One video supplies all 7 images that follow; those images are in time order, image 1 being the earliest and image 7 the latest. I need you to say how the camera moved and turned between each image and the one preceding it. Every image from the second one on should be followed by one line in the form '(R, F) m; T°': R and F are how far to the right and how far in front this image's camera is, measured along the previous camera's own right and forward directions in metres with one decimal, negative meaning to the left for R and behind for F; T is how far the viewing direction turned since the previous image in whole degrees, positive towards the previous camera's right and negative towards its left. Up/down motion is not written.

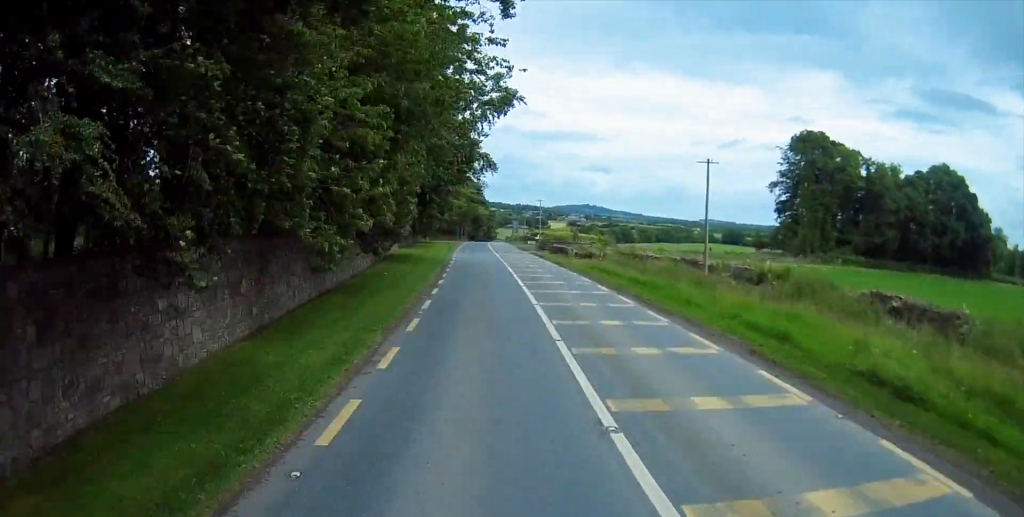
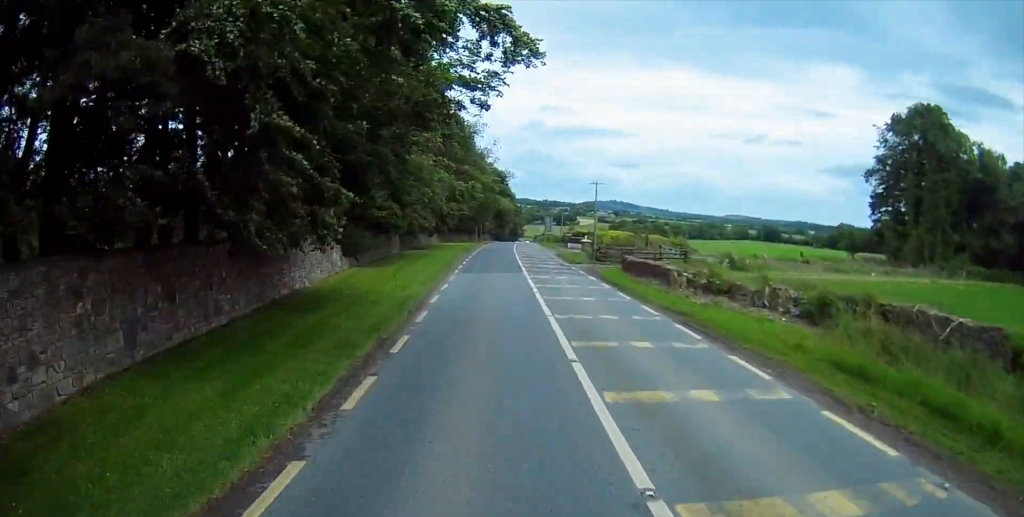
(+1.4, +27.4) m; +4°
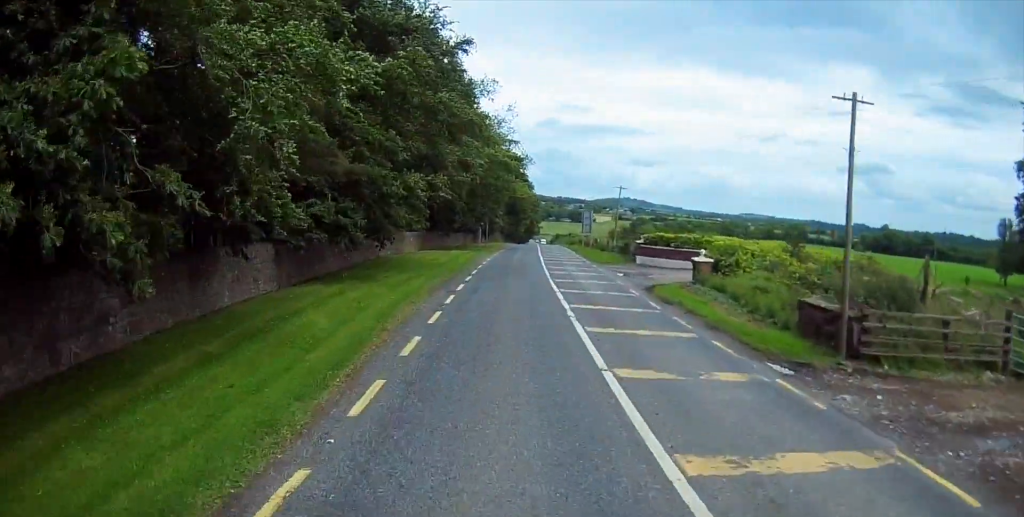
(+0.1, +33.5) m; -1°
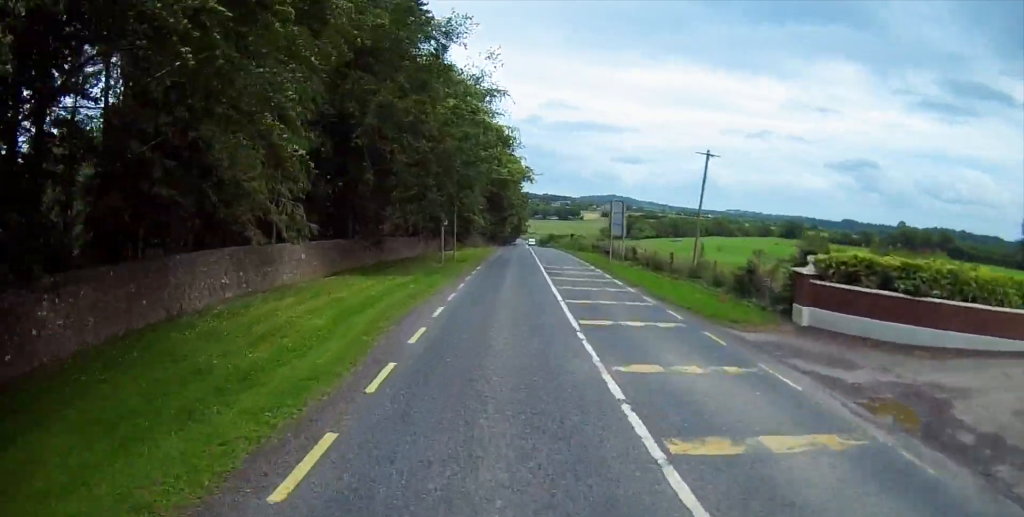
(-0.4, +26.2) m; 0°
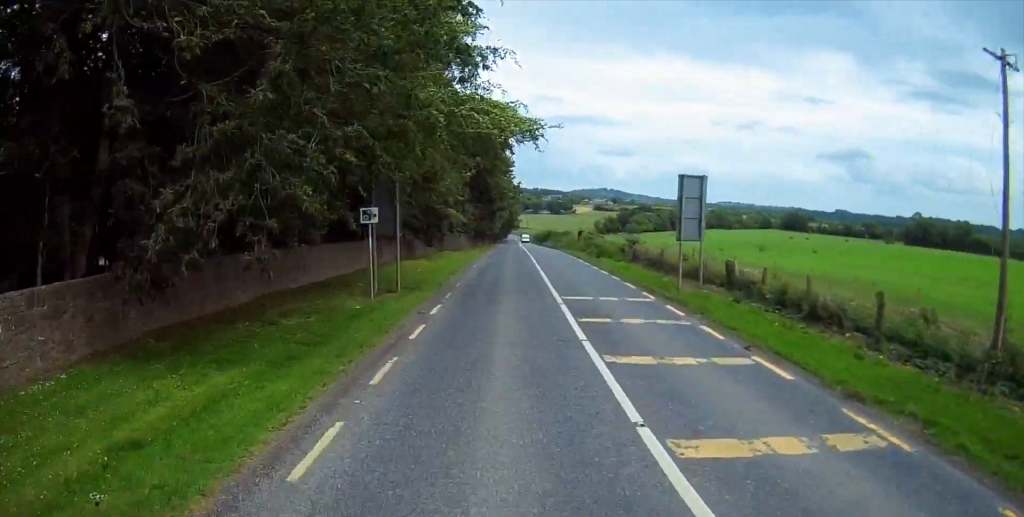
(+0.4, +19.0) m; +2°
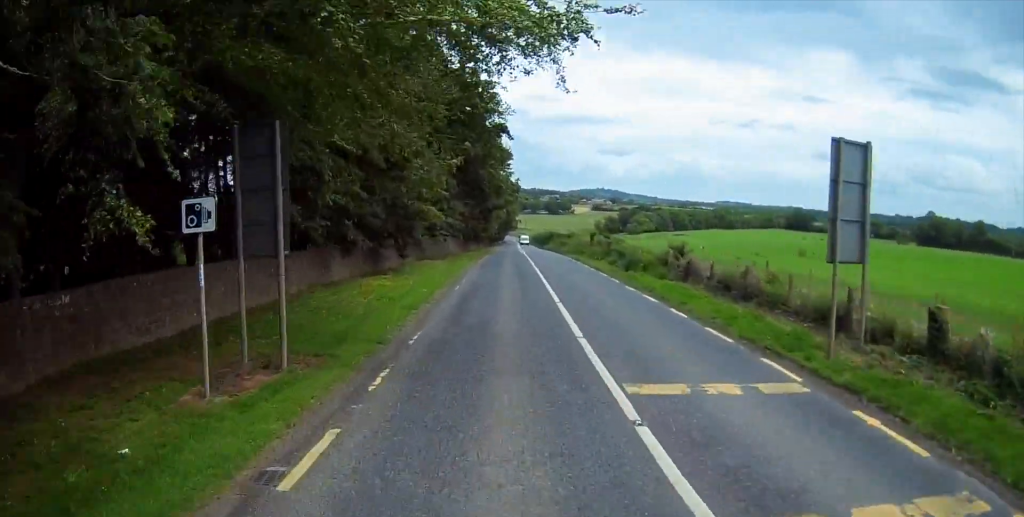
(+0.1, +11.8) m; 0°
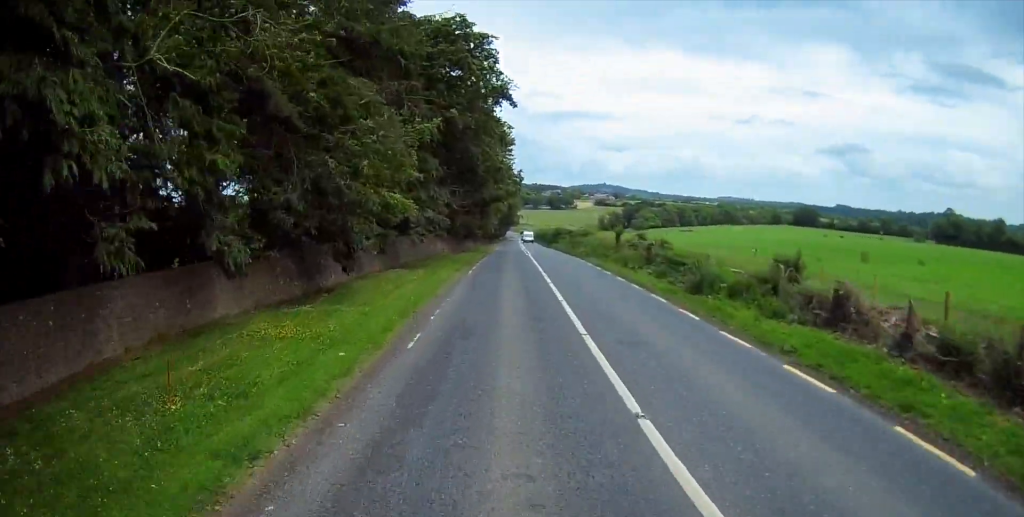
(+0.1, +12.4) m; 0°
